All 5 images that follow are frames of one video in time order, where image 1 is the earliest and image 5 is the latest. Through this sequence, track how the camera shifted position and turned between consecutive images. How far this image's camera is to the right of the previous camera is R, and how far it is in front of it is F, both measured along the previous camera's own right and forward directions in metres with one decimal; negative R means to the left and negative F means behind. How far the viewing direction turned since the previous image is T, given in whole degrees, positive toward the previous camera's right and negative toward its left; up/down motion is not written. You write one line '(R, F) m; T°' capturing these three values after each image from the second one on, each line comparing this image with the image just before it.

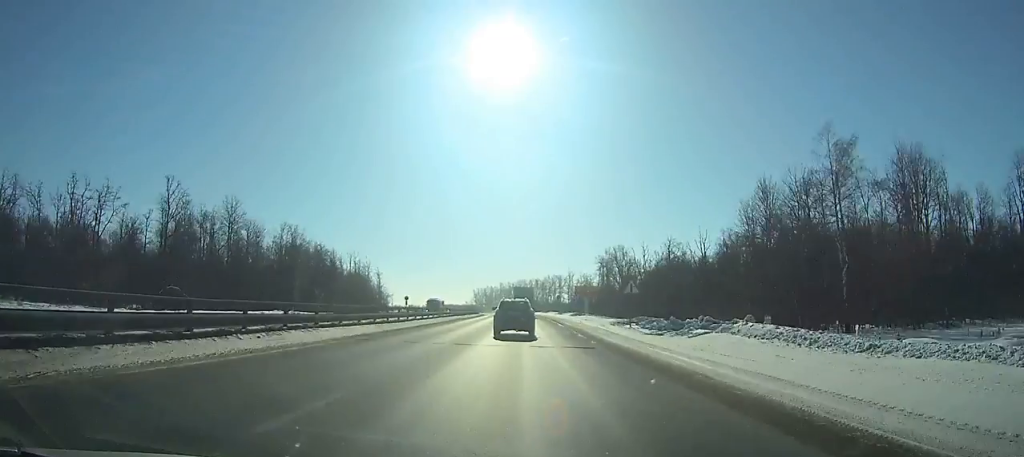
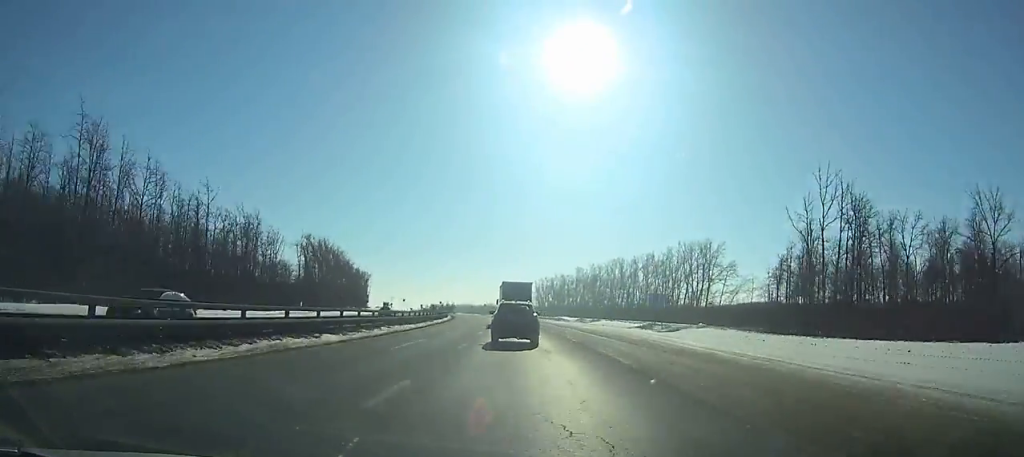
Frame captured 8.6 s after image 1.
(-7.7, +179.7) m; -7°
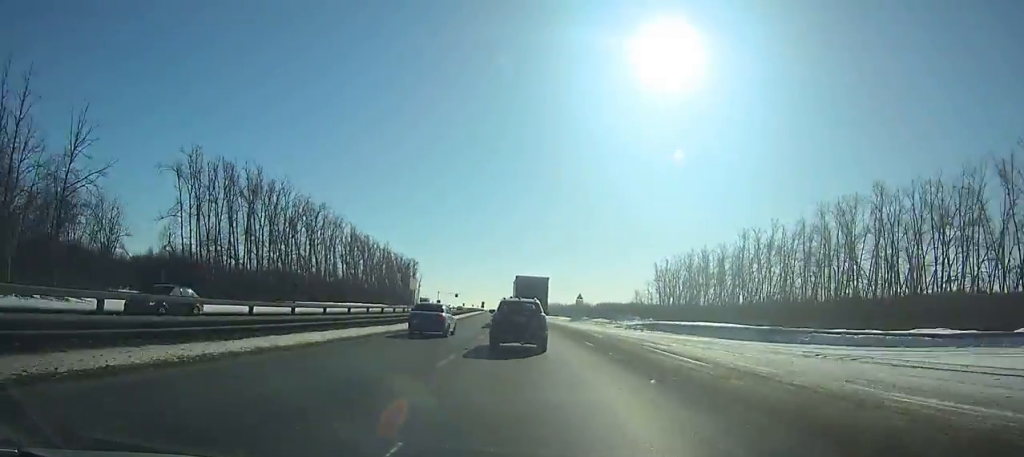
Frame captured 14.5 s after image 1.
(-8.0, +111.6) m; -8°
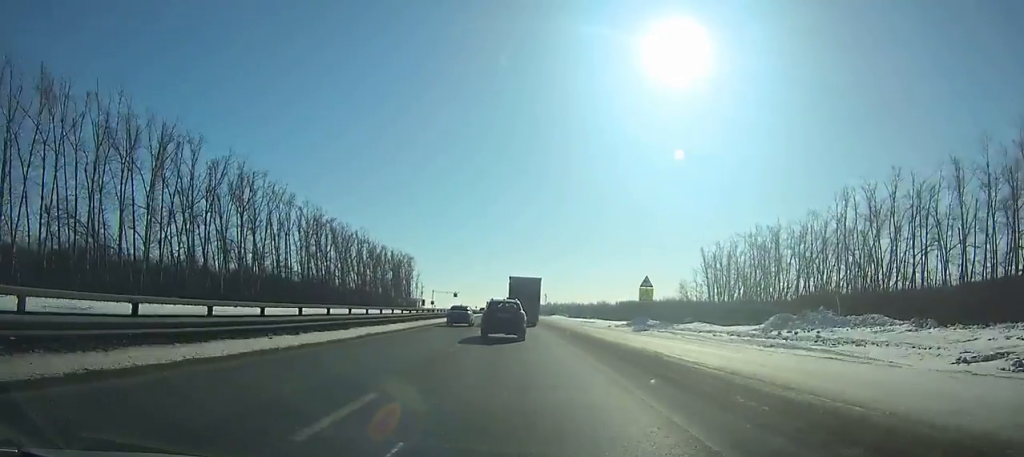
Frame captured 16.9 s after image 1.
(-1.1, +44.9) m; -2°
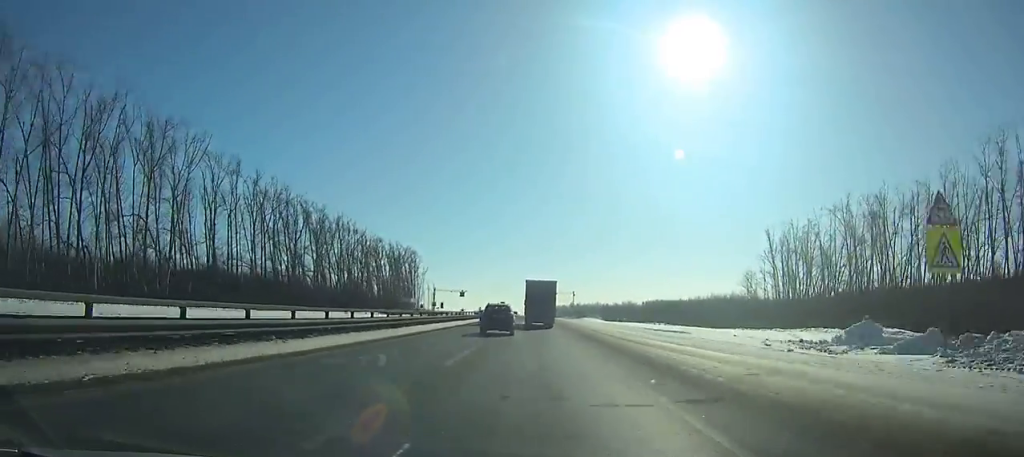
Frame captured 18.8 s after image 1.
(-0.4, +35.7) m; -1°
